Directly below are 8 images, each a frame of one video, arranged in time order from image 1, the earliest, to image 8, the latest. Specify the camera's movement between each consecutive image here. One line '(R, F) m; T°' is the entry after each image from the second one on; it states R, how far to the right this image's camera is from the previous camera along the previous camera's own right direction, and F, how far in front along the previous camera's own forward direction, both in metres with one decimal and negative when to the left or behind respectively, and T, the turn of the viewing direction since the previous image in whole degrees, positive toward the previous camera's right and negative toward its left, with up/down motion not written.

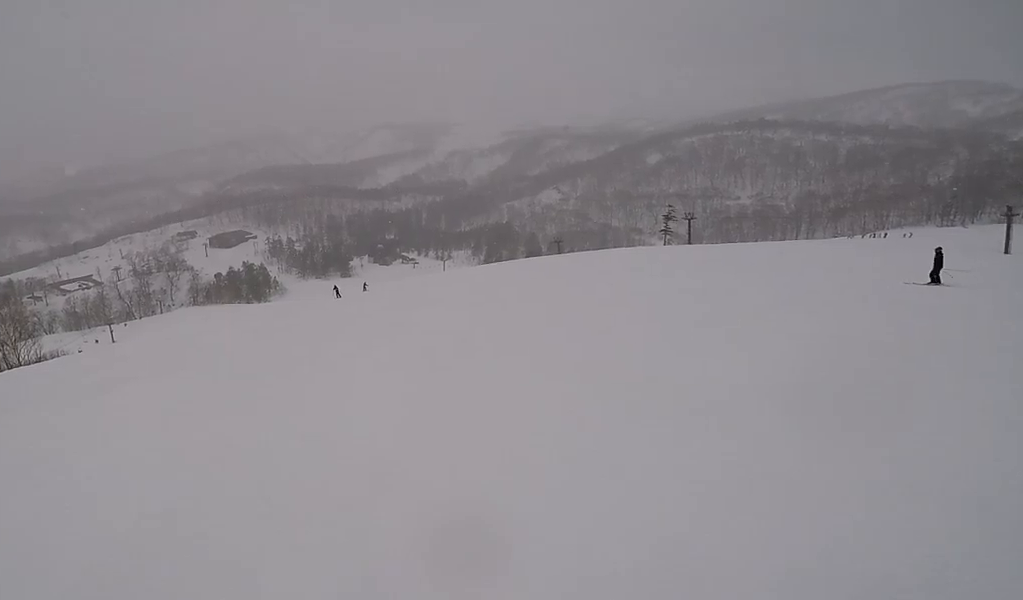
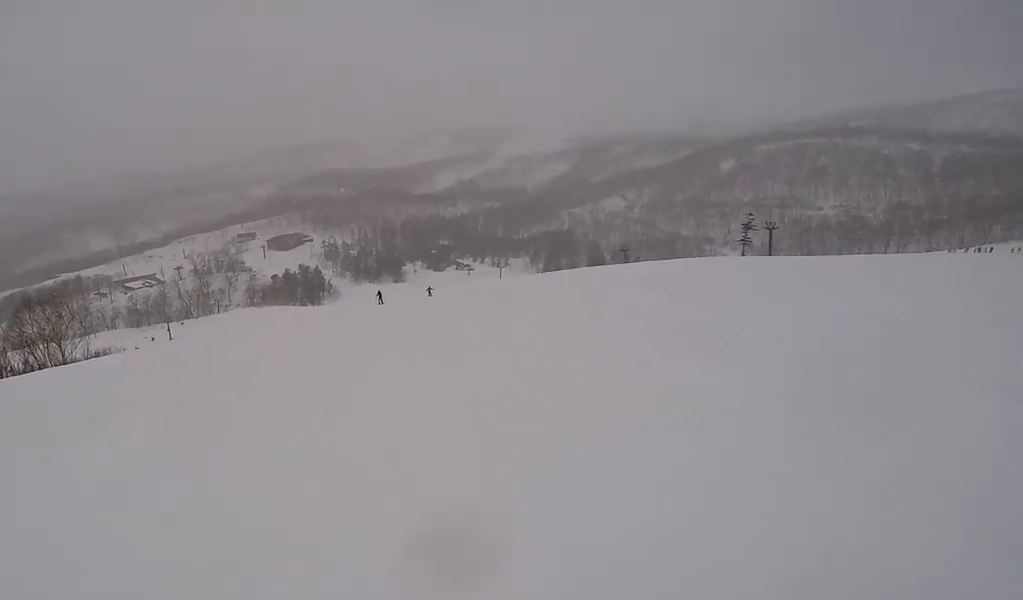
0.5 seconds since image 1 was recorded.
(-0.2, +3.0) m; +5°
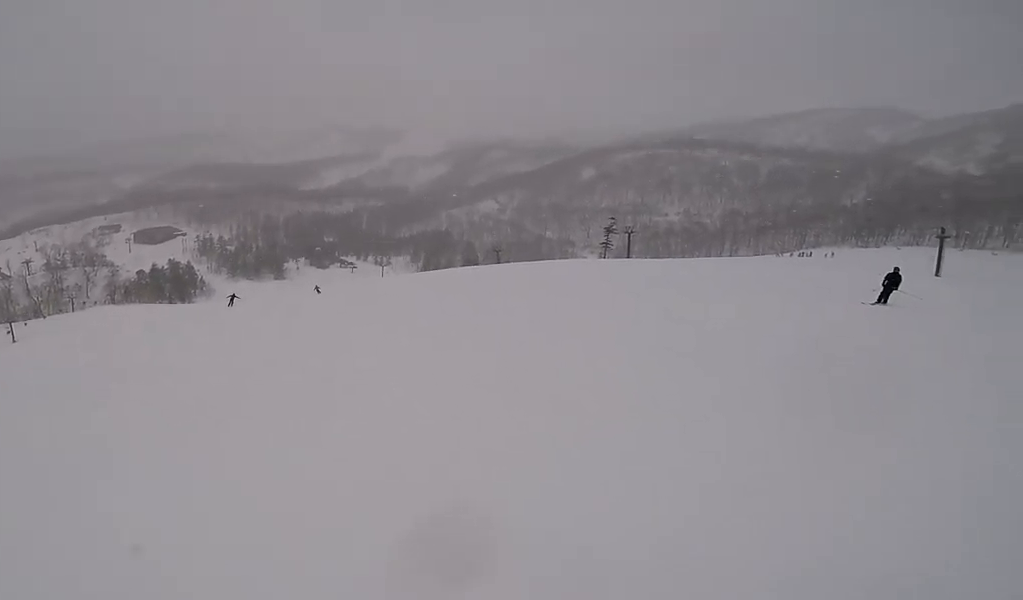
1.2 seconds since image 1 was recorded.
(+0.6, +4.9) m; +1°
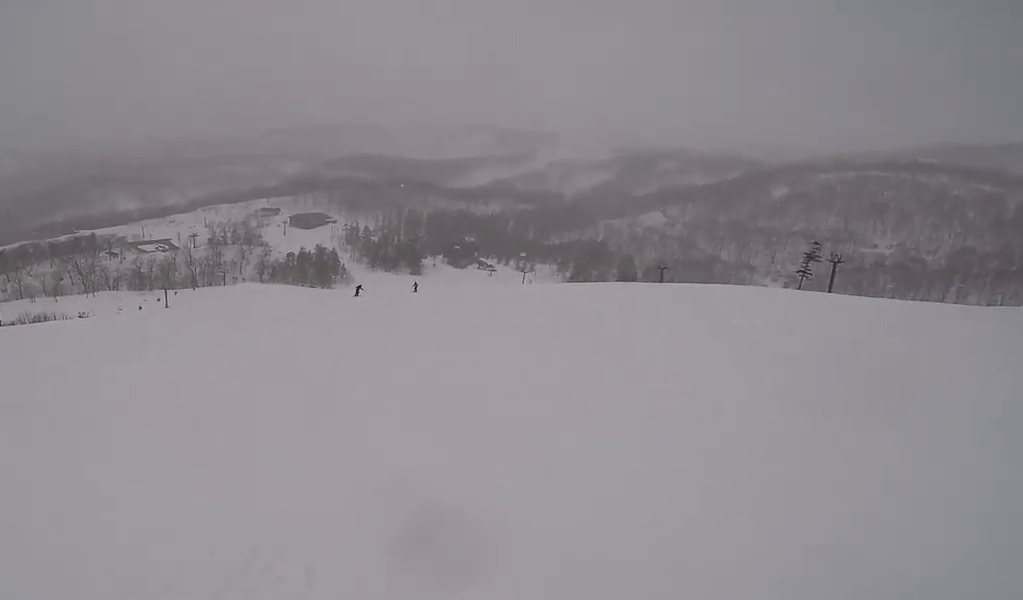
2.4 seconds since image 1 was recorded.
(-0.6, +7.6) m; -18°
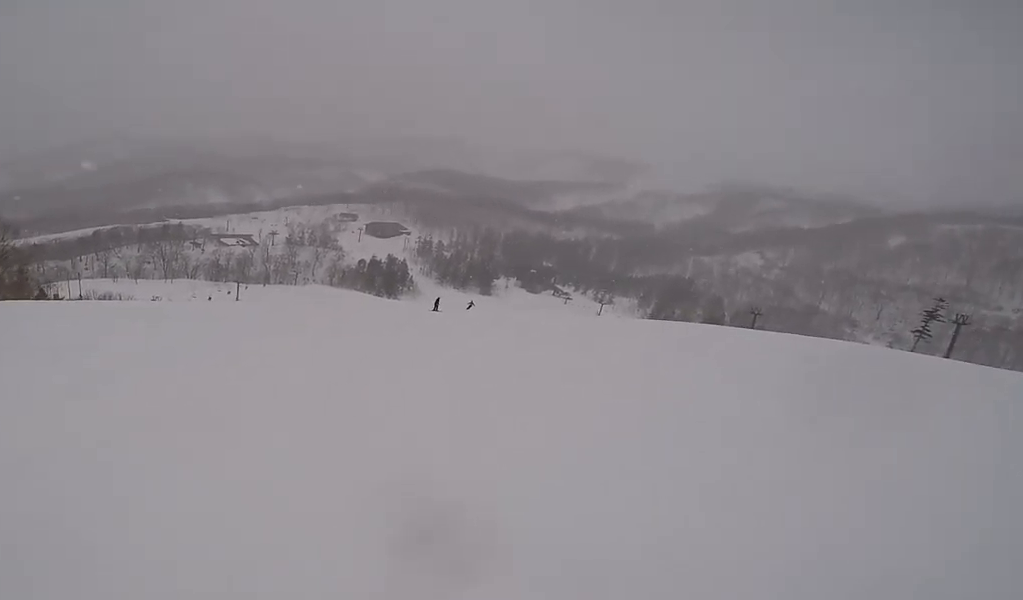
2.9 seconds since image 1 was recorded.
(-0.3, +3.2) m; -6°
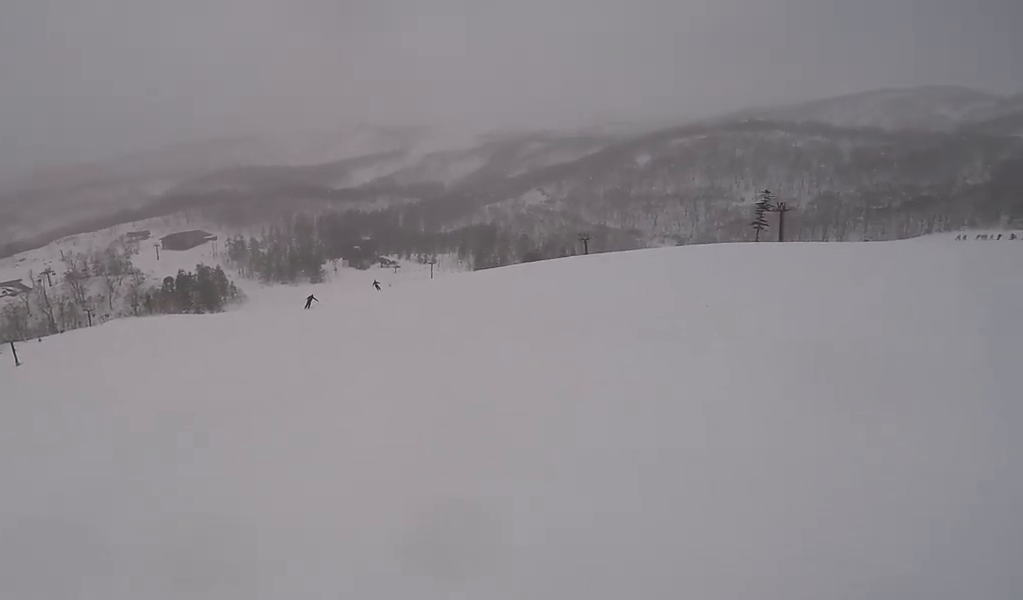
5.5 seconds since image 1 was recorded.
(+4.1, +17.4) m; +36°
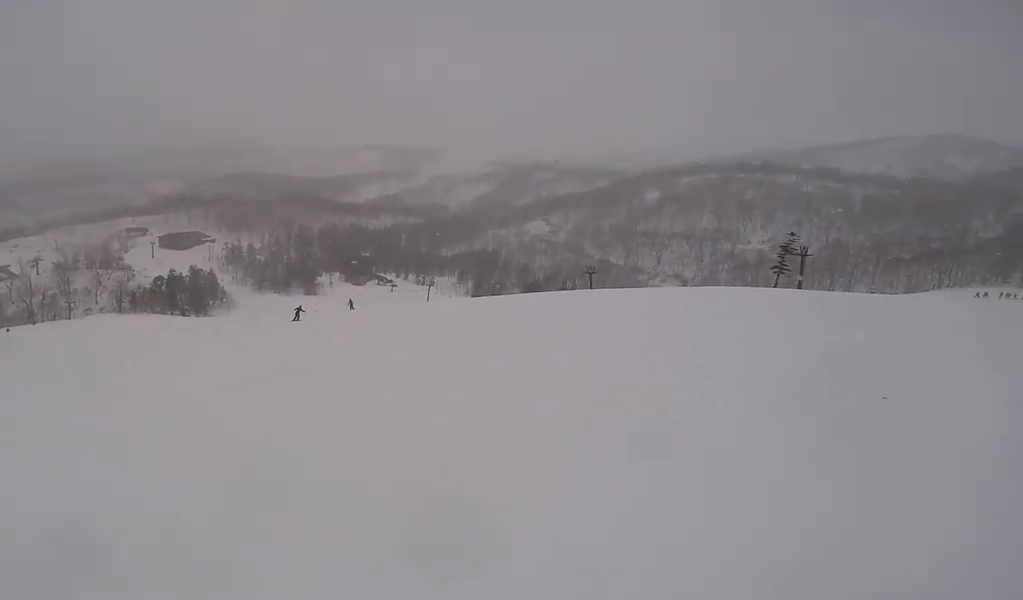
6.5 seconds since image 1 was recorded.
(+0.6, +6.5) m; +3°
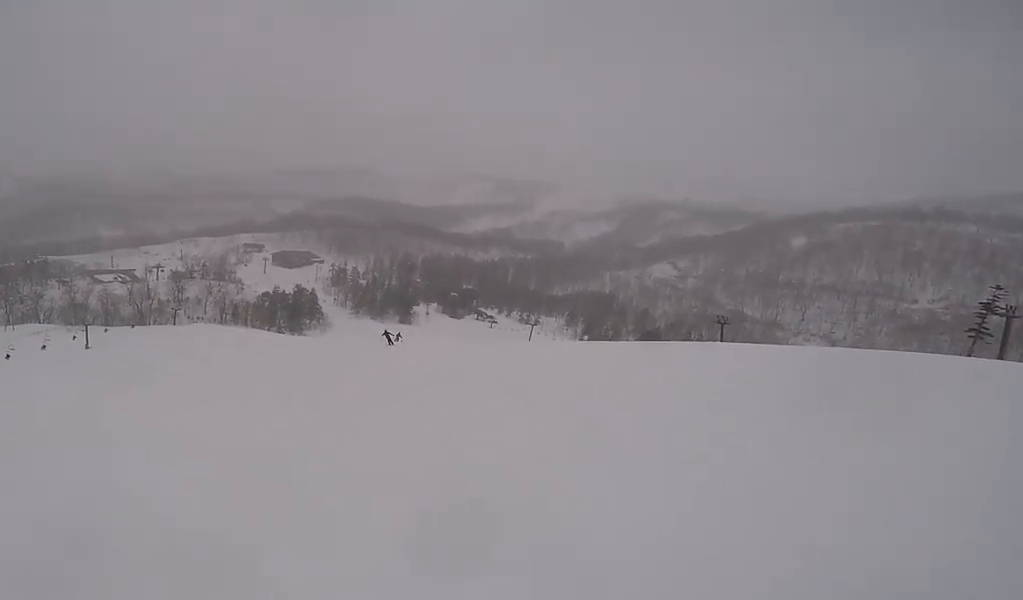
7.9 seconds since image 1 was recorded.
(-1.5, +8.7) m; -30°
